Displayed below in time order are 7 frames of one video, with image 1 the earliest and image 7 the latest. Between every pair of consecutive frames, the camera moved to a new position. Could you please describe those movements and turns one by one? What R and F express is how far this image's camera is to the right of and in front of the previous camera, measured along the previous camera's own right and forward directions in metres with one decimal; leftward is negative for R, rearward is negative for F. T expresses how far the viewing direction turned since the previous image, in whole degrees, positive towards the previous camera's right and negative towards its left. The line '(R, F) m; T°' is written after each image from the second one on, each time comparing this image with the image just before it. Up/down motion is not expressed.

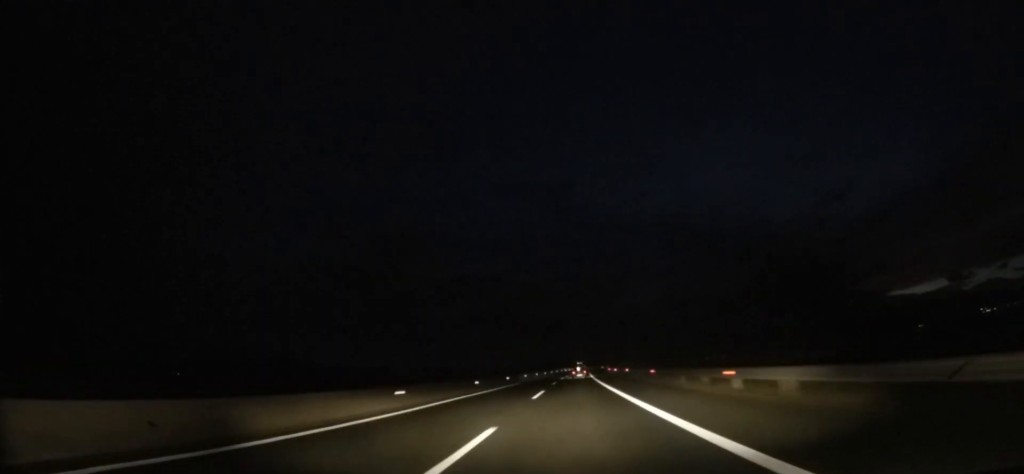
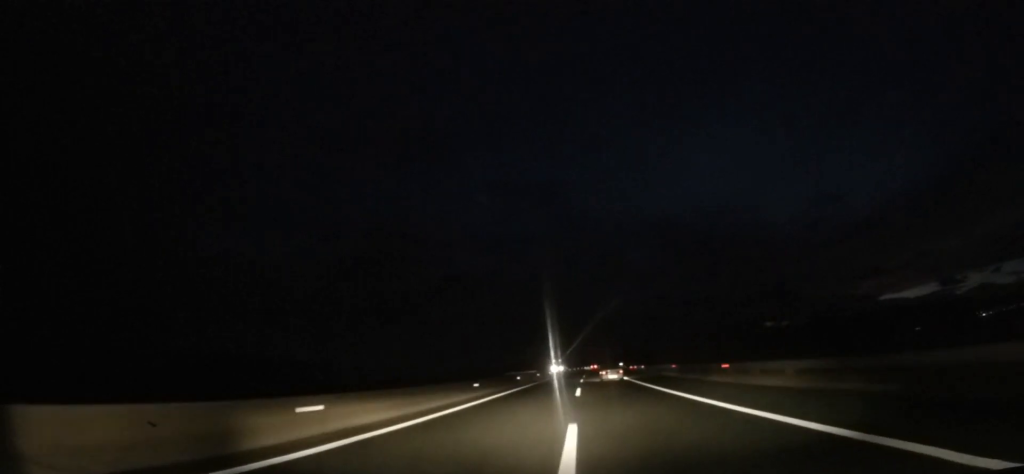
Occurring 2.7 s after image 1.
(+2.8, +89.3) m; +4°
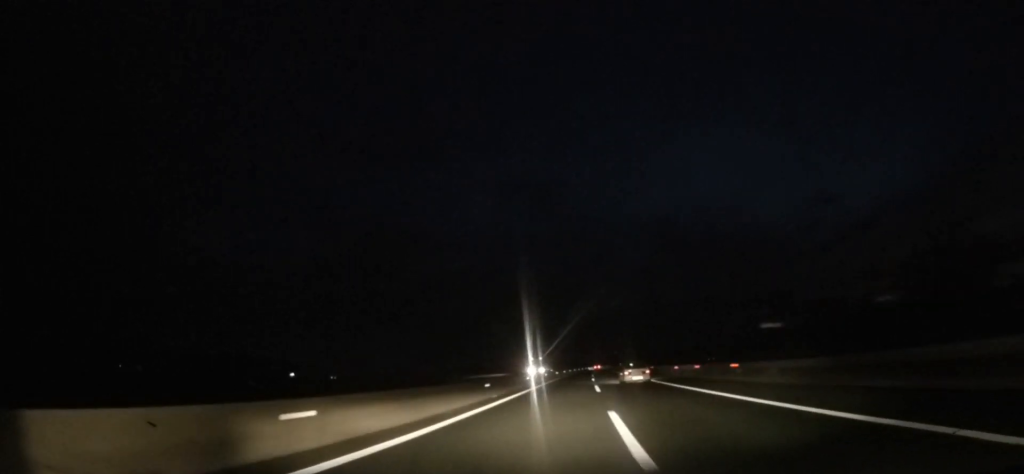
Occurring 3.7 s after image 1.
(0.0, +33.5) m; +2°
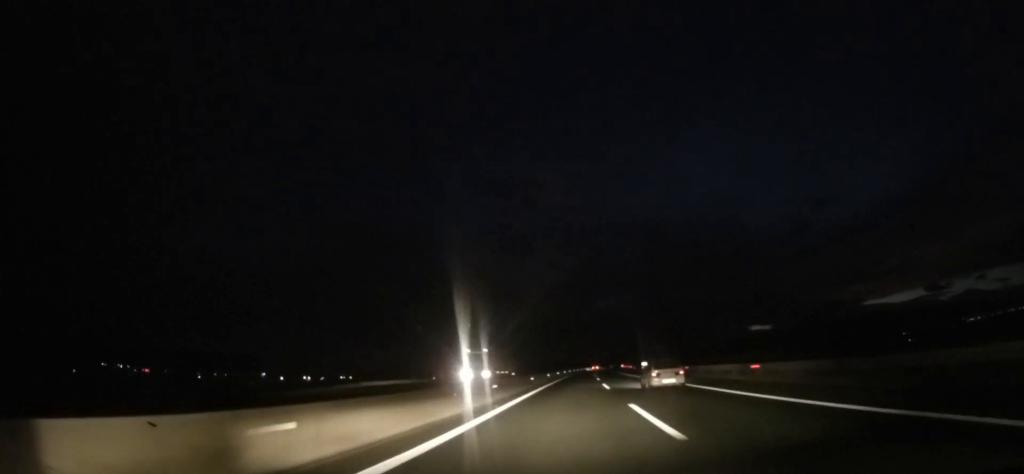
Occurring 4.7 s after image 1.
(+0.8, +33.5) m; +1°
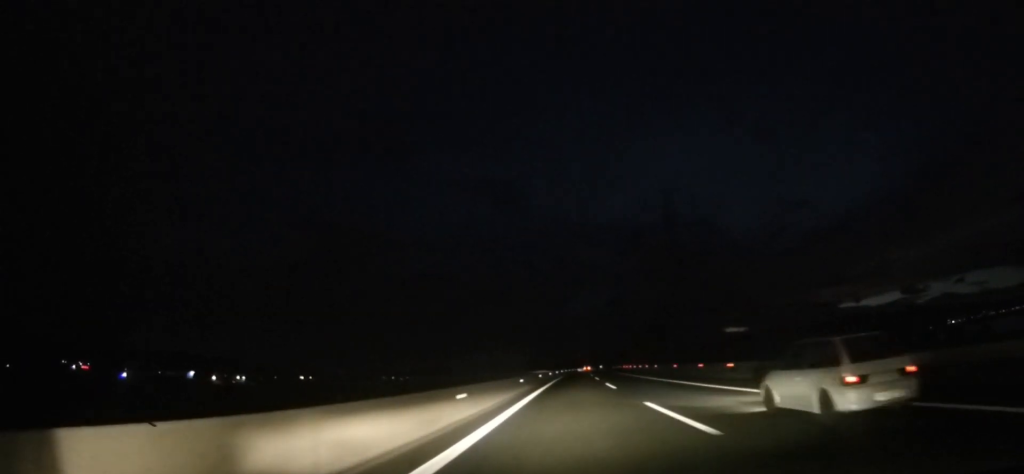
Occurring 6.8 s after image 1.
(+1.4, +72.7) m; +1°
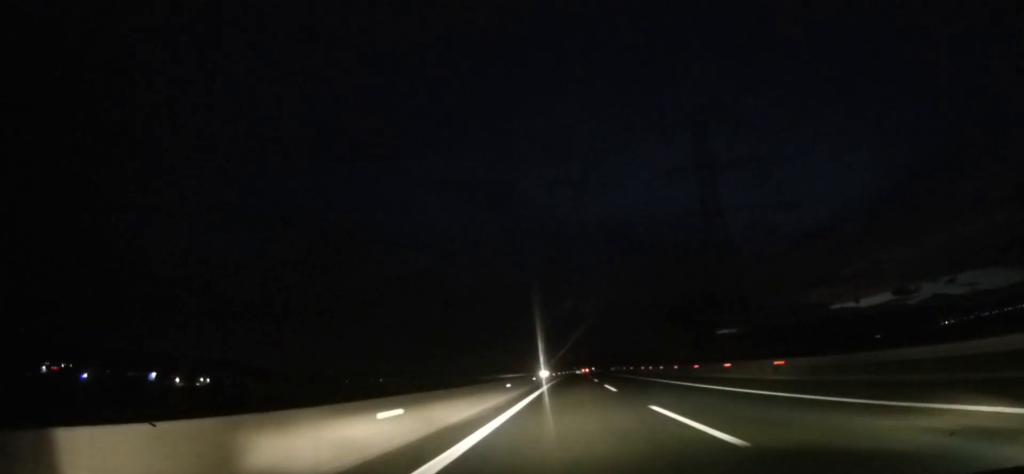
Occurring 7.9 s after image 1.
(0.0, +36.4) m; 0°
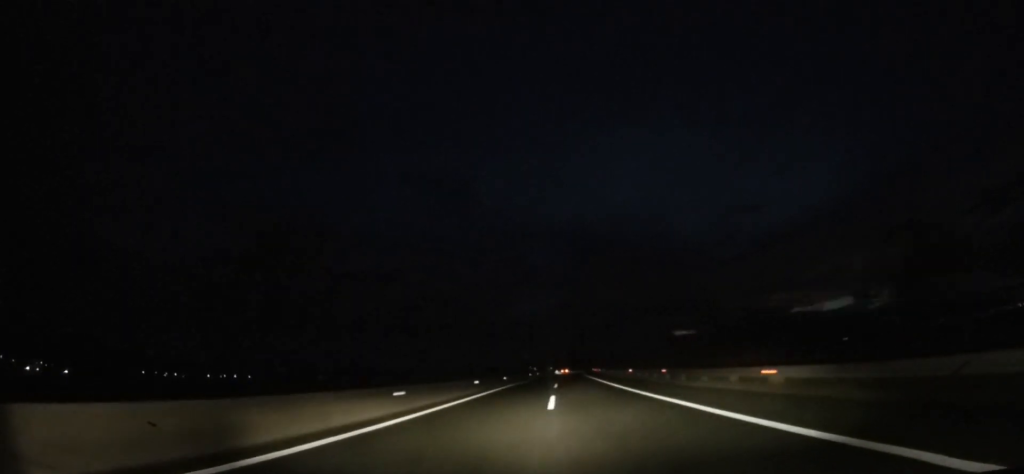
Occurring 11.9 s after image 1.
(+0.4, +134.8) m; +4°
